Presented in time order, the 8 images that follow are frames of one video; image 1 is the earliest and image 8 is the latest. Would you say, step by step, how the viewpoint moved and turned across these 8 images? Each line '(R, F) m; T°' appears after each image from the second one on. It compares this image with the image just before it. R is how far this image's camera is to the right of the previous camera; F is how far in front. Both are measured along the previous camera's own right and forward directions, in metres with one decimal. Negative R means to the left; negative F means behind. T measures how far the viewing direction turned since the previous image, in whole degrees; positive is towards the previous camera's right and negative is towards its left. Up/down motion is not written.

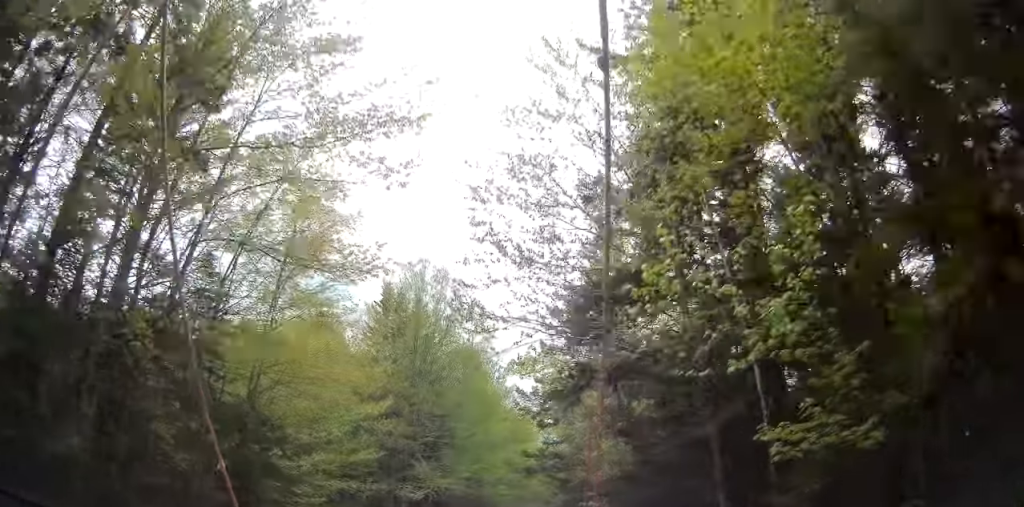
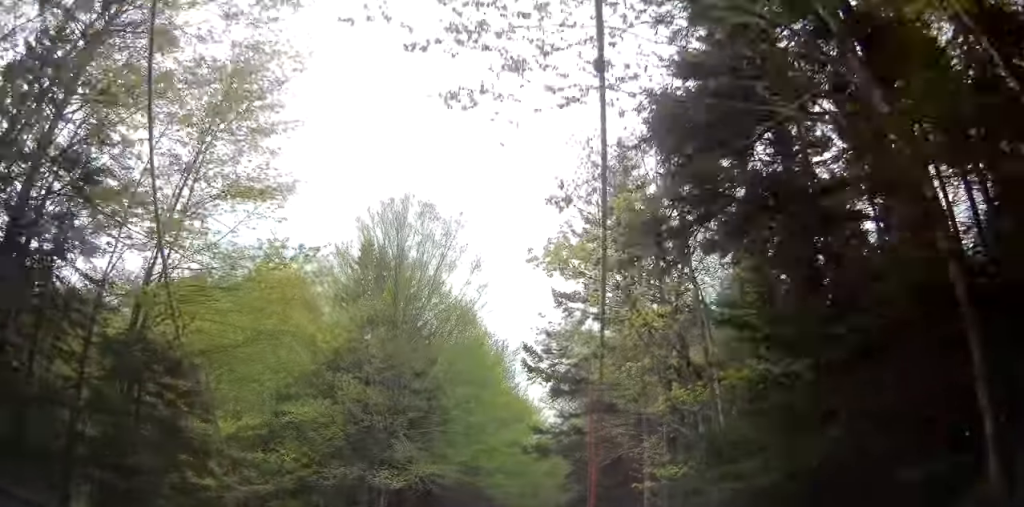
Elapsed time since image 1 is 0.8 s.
(0.0, +6.5) m; -1°
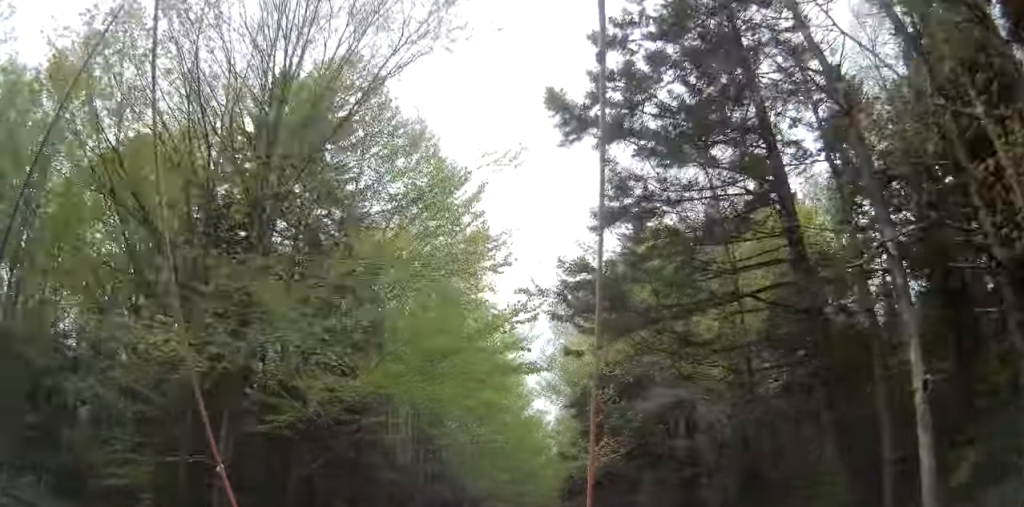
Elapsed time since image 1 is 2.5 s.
(+0.3, +13.7) m; +2°
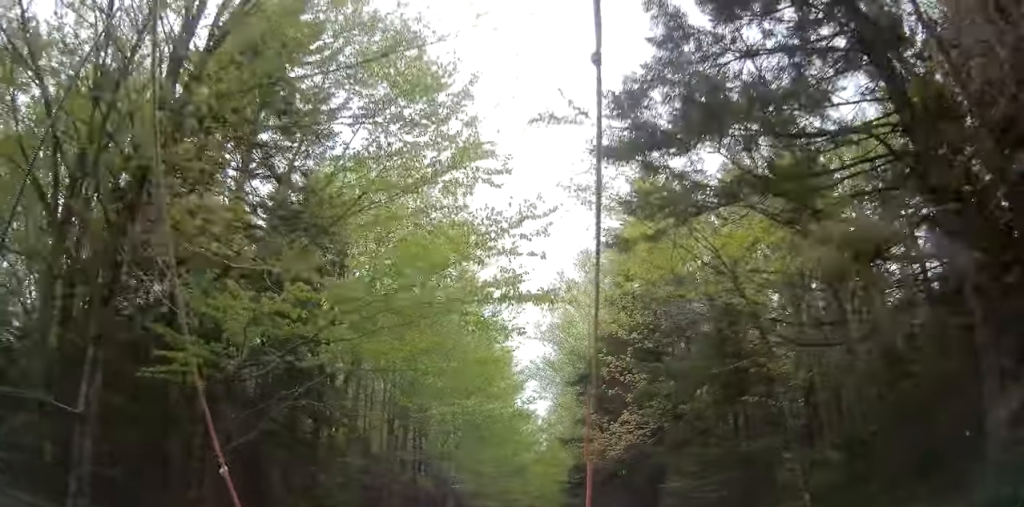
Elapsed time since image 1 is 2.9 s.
(+0.1, +3.9) m; +1°
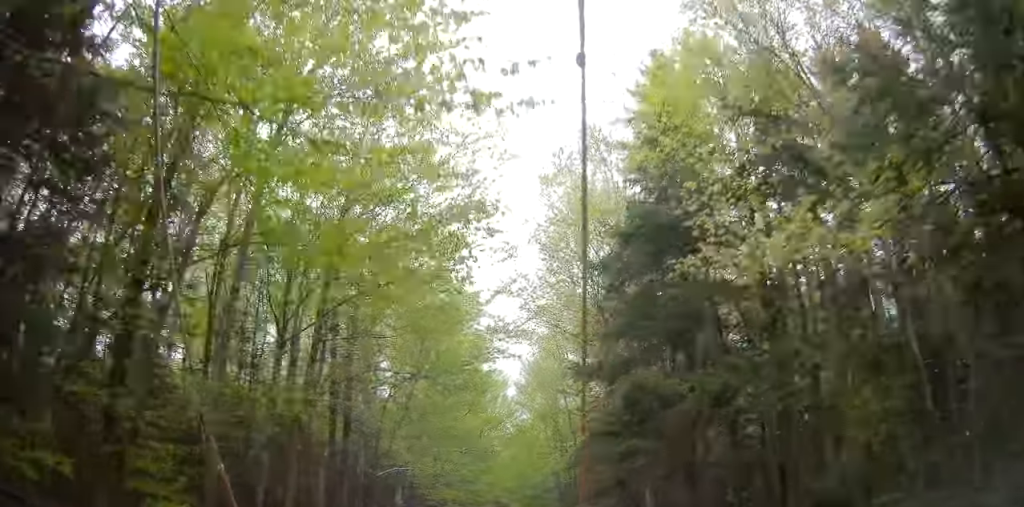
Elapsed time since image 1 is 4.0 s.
(-0.1, +9.6) m; +4°
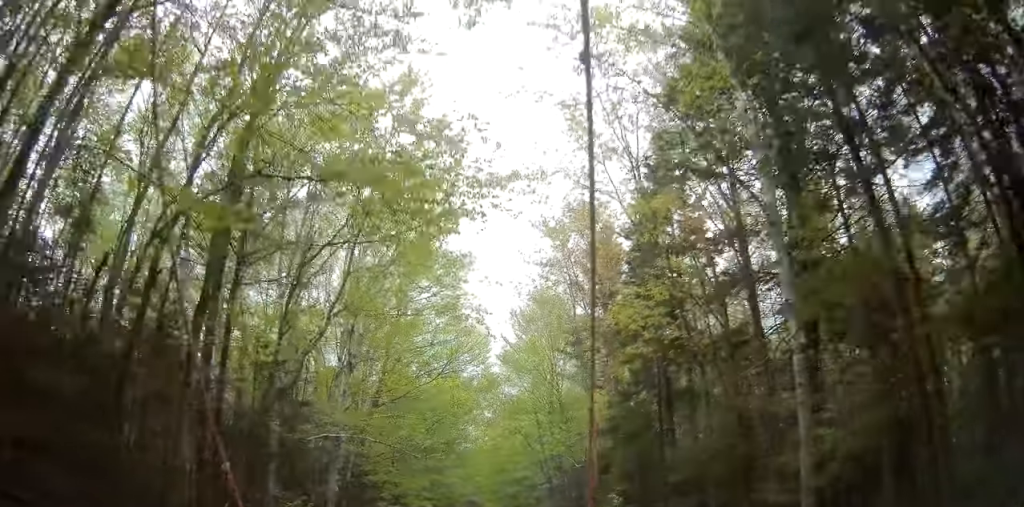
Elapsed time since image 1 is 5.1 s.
(+0.7, +10.0) m; +2°
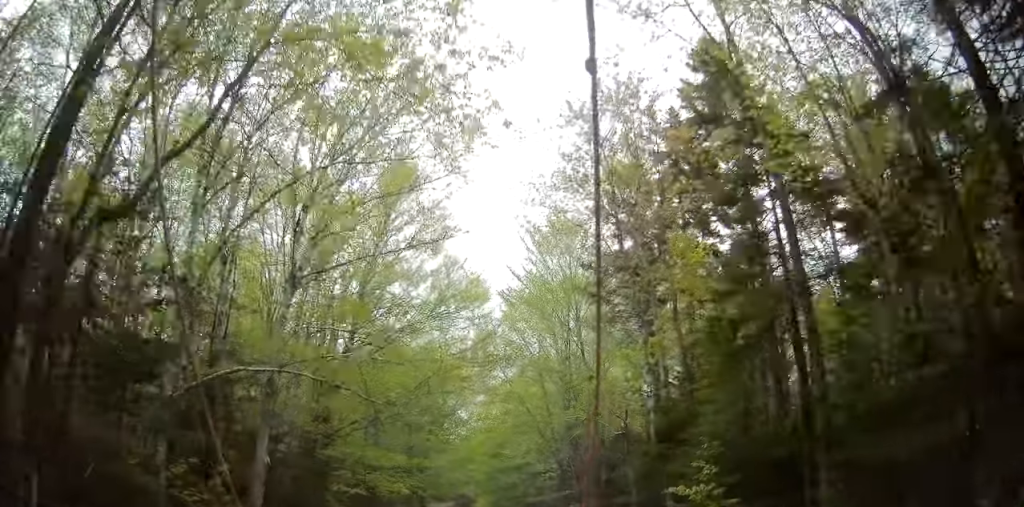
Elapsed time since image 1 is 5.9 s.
(-0.2, +7.1) m; -1°
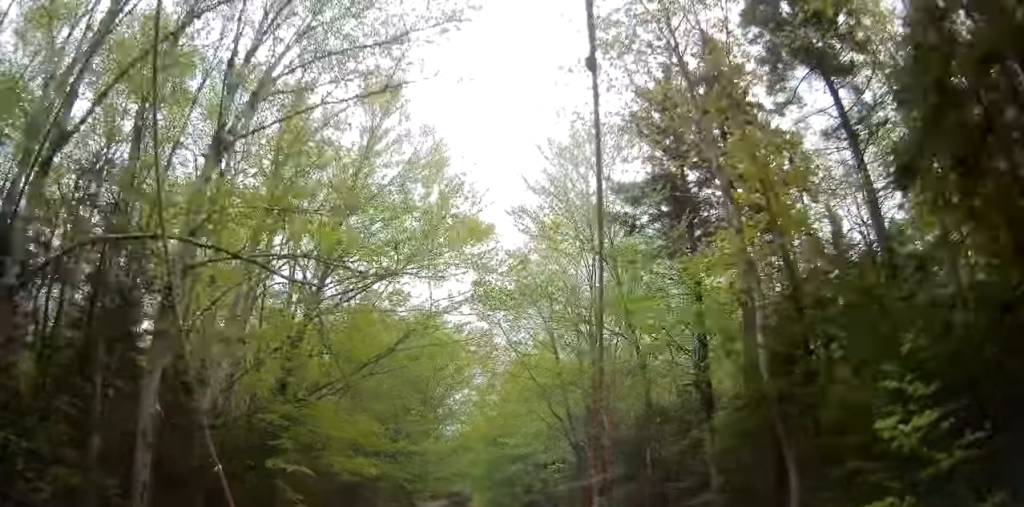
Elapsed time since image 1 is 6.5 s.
(+0.1, +5.8) m; +1°
